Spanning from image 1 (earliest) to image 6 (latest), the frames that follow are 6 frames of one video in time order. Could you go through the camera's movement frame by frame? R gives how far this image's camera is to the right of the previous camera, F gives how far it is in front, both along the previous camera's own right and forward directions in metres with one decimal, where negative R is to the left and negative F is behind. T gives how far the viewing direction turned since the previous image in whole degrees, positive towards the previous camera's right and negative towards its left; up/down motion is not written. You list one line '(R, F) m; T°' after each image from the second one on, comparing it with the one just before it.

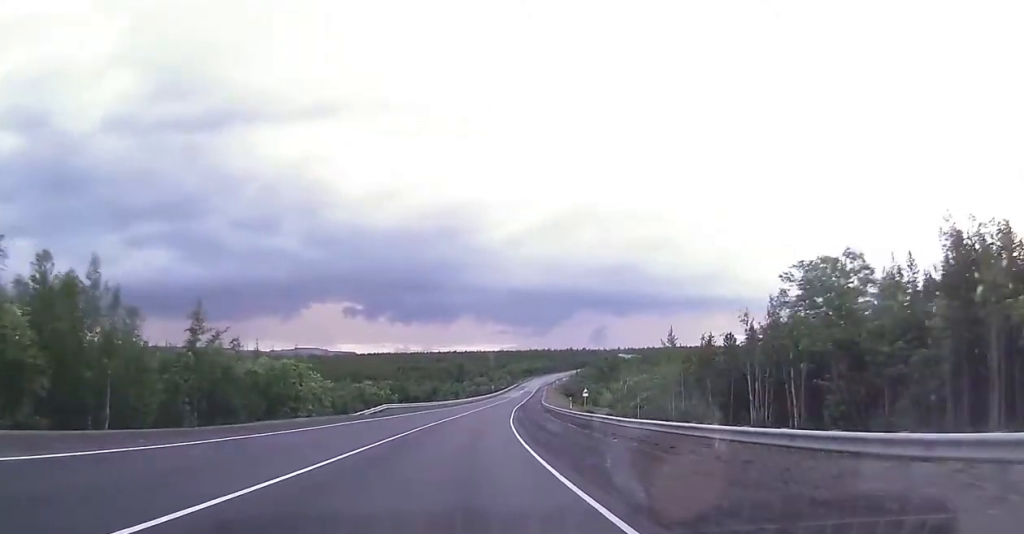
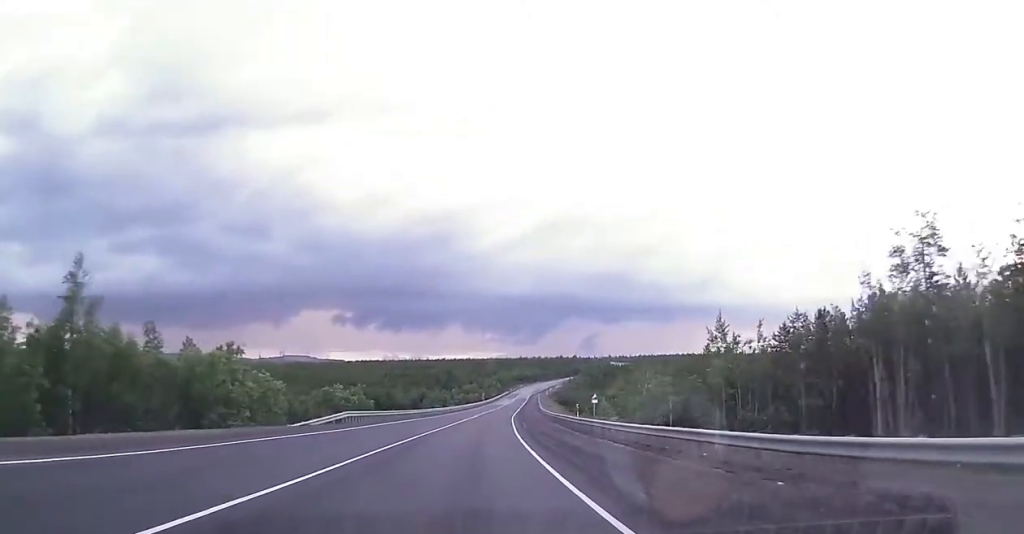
(-0.1, +15.1) m; +1°
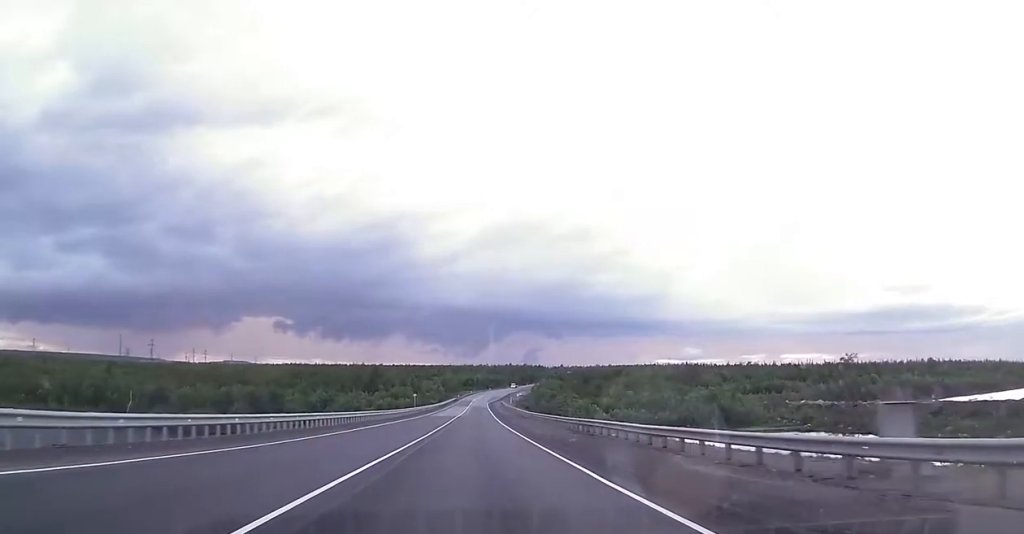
(+4.5, +91.7) m; +5°
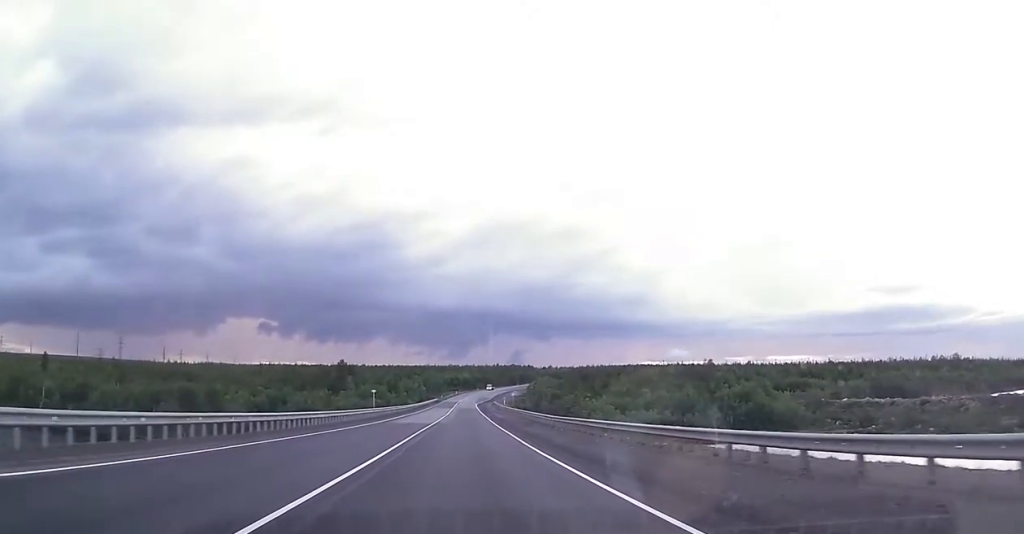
(+0.7, +35.0) m; +1°
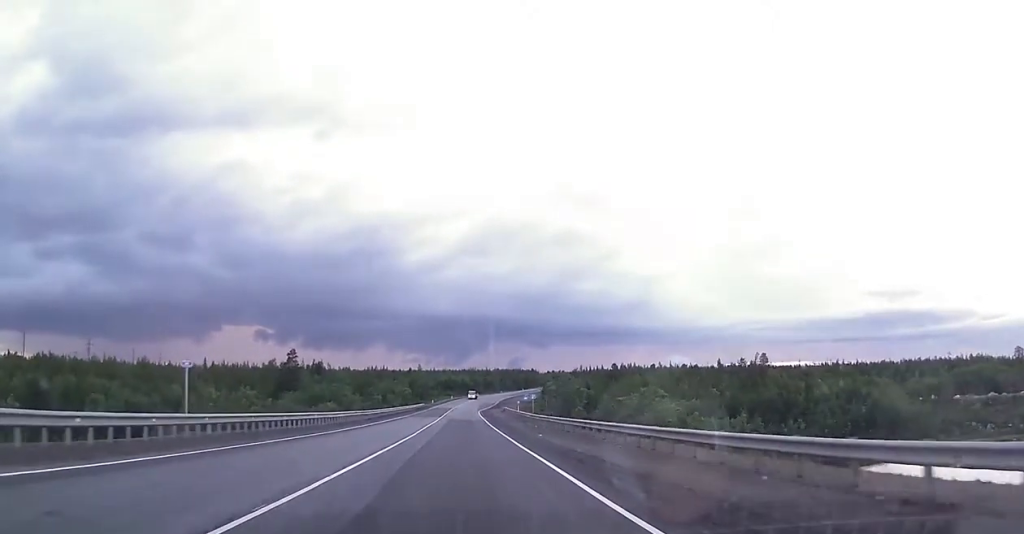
(-0.2, +50.8) m; 0°
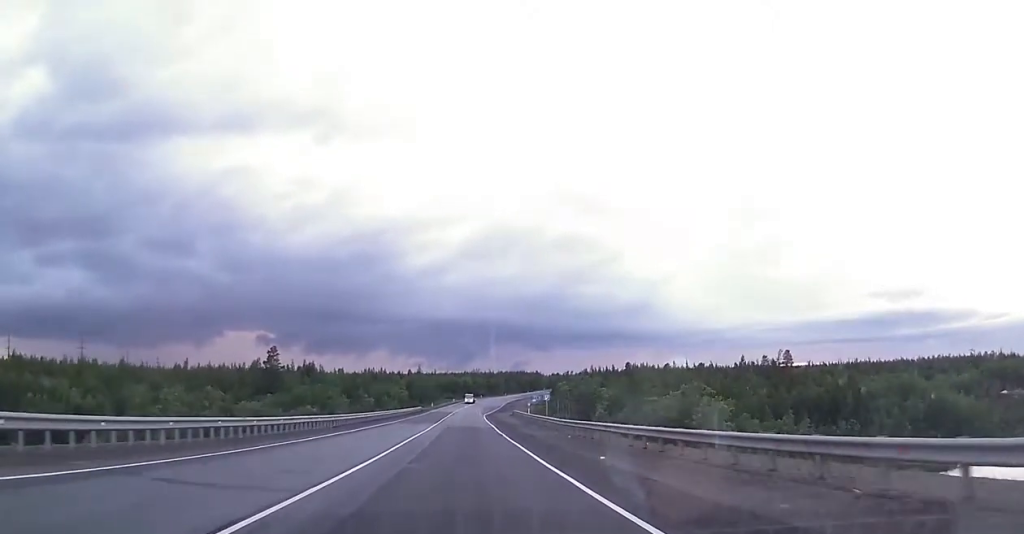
(0.0, +14.9) m; 0°
